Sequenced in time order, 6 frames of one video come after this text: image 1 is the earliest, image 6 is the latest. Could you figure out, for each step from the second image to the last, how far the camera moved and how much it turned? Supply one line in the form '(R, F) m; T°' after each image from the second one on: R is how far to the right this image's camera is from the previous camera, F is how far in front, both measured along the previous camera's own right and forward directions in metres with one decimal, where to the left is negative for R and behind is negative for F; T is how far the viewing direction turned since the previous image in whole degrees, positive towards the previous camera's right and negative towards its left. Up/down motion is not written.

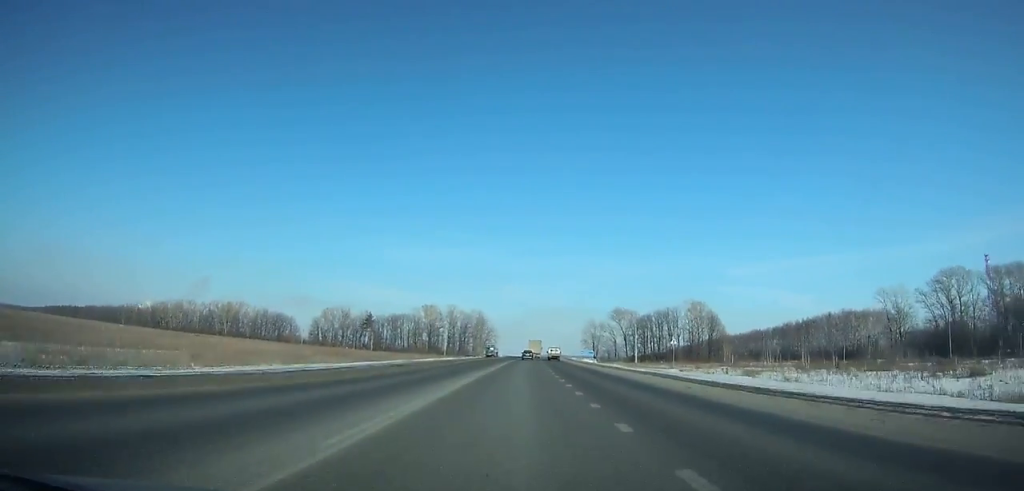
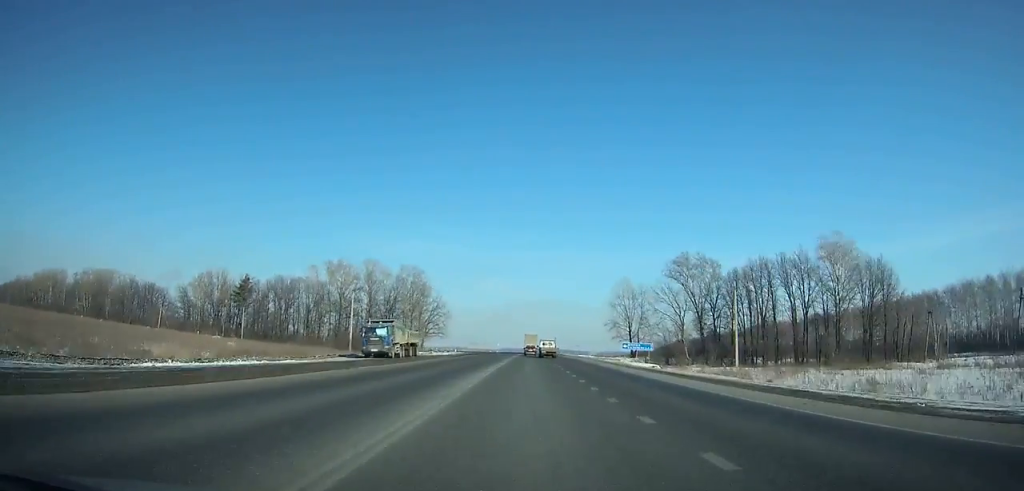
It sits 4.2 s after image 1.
(+1.7, +107.8) m; +2°
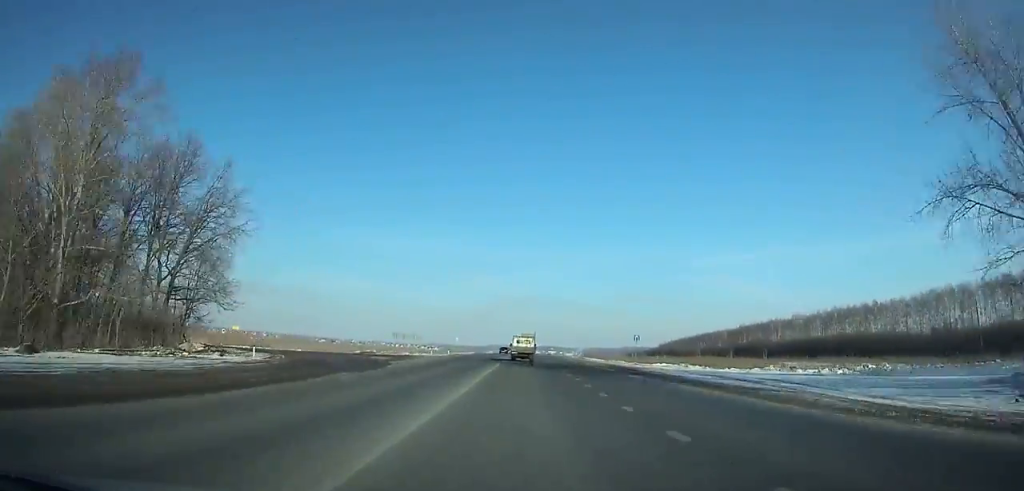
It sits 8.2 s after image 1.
(+1.8, +98.3) m; +1°
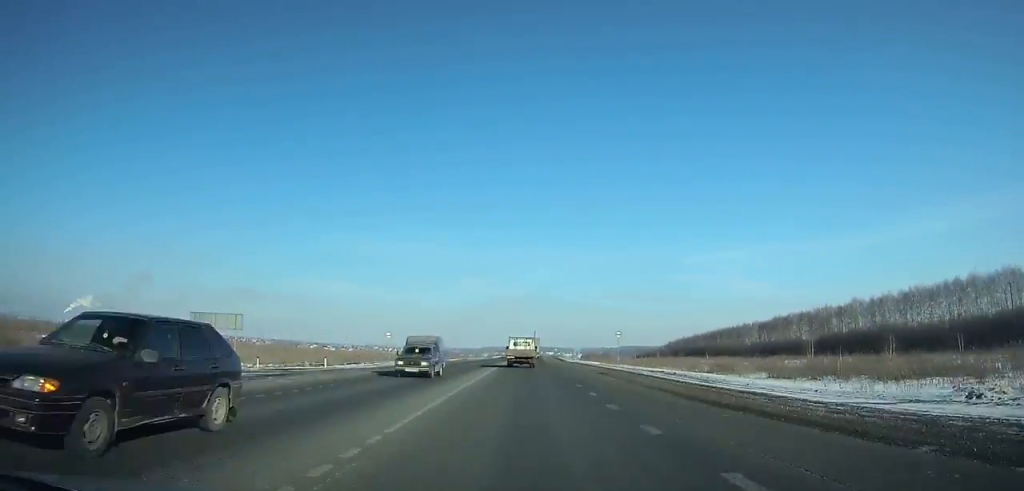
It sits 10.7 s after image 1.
(+0.2, +58.9) m; +1°
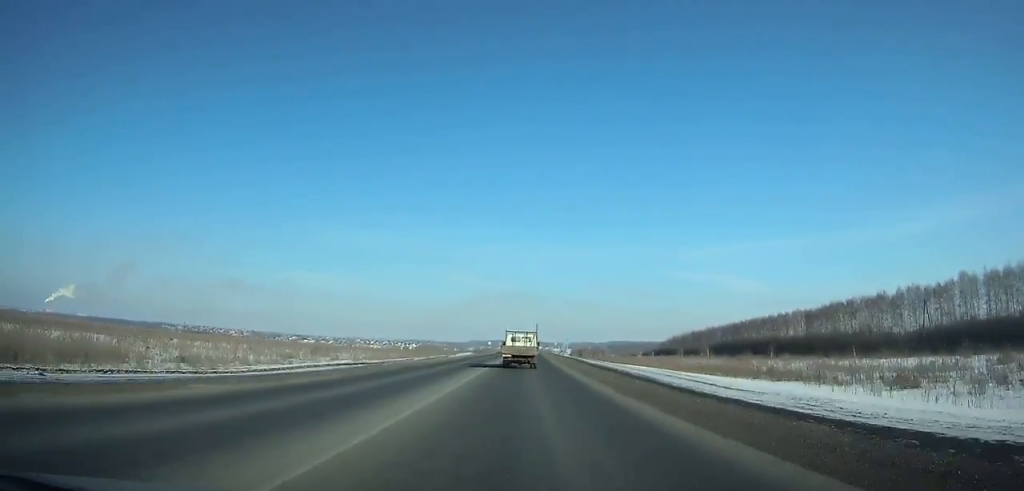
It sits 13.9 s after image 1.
(+0.6, +72.3) m; +1°
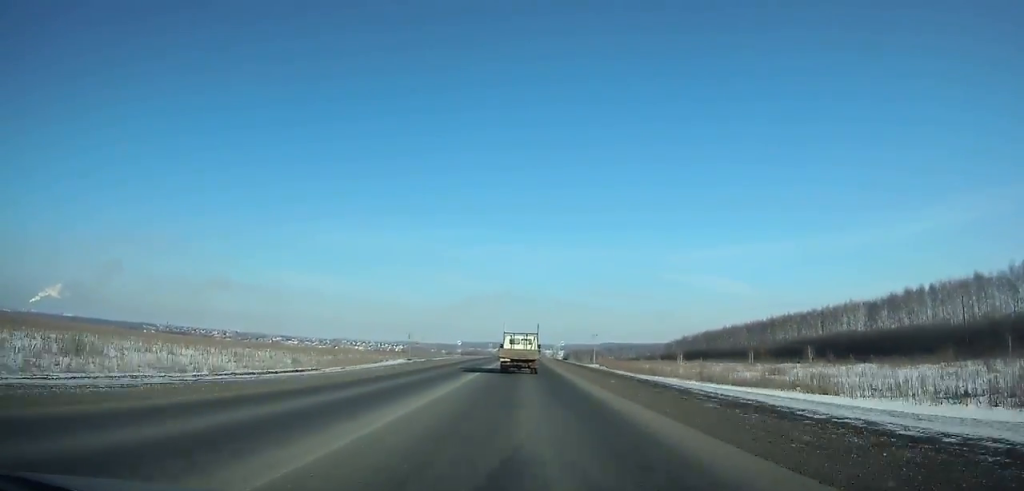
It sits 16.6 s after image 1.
(+0.6, +59.3) m; +1°
